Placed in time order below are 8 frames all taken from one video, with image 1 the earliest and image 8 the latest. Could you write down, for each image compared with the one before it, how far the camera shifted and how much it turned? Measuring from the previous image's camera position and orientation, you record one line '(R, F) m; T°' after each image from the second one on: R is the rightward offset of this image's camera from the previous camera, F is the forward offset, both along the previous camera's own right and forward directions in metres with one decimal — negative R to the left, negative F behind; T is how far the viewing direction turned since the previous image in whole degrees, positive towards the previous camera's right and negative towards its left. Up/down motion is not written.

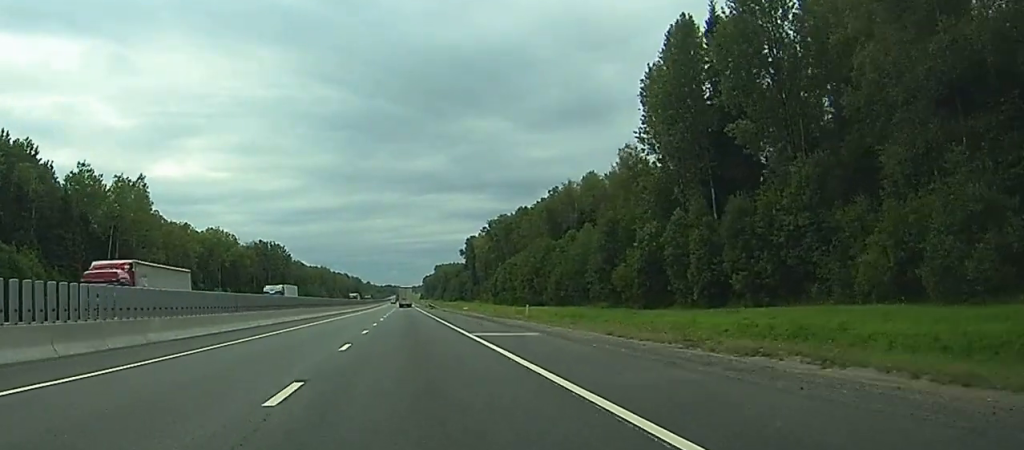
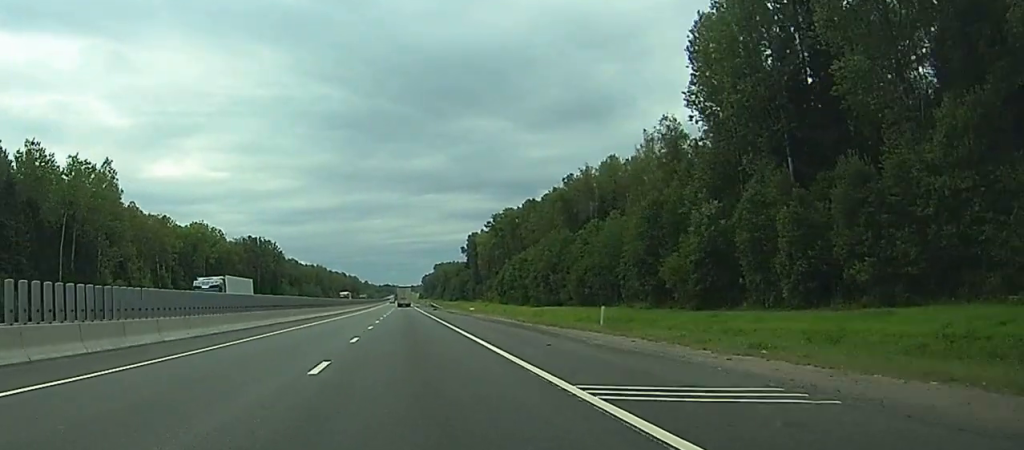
(0.0, +19.0) m; 0°
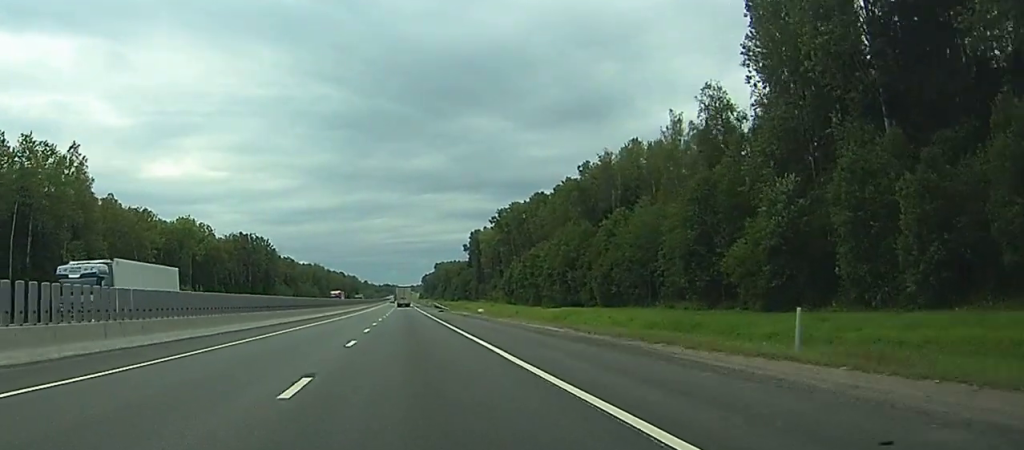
(-0.1, +15.6) m; 0°
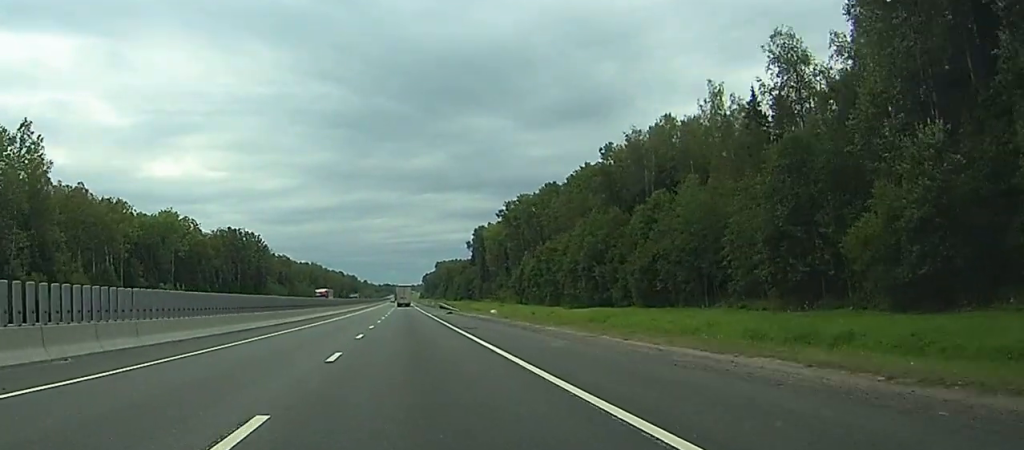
(0.0, +18.2) m; 0°
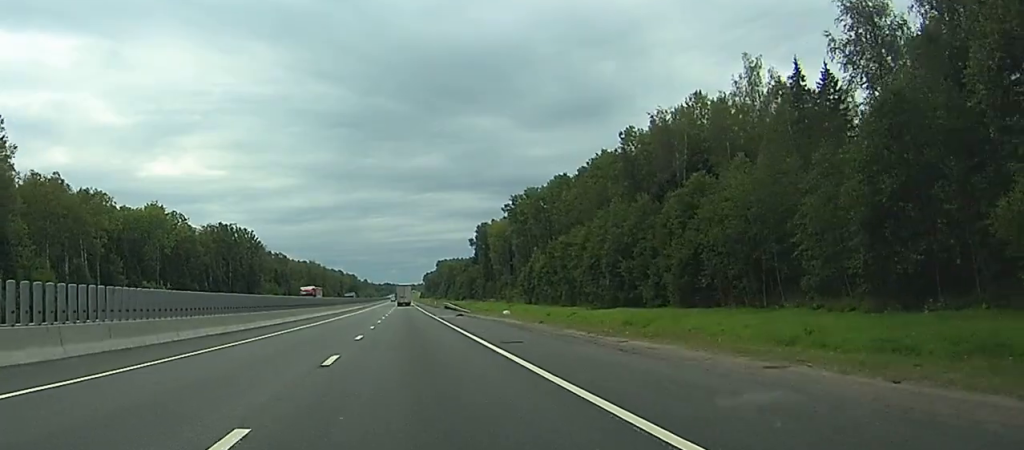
(0.0, +13.0) m; 0°
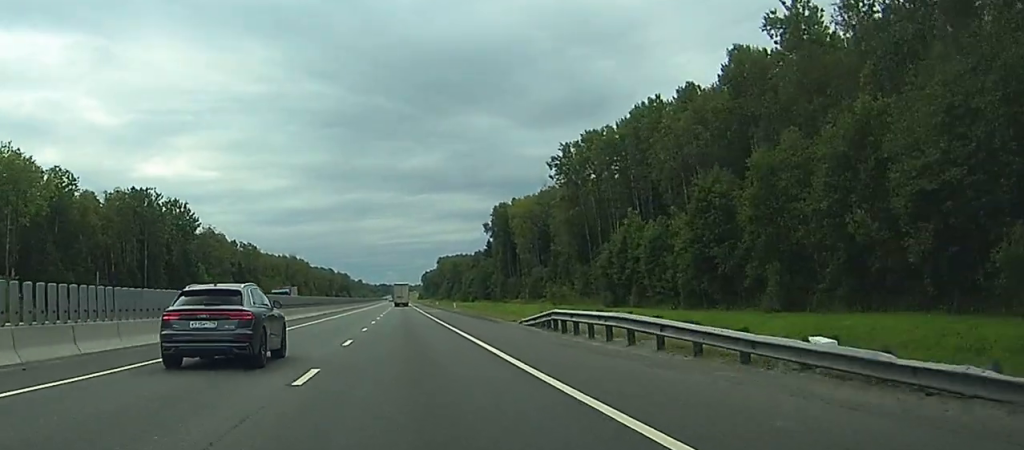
(-0.3, +76.1) m; 0°
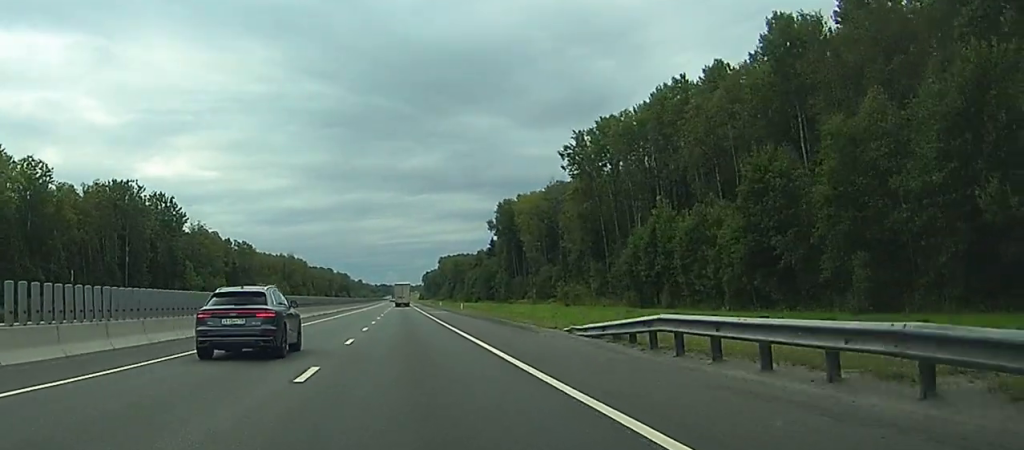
(0.0, +11.5) m; 0°
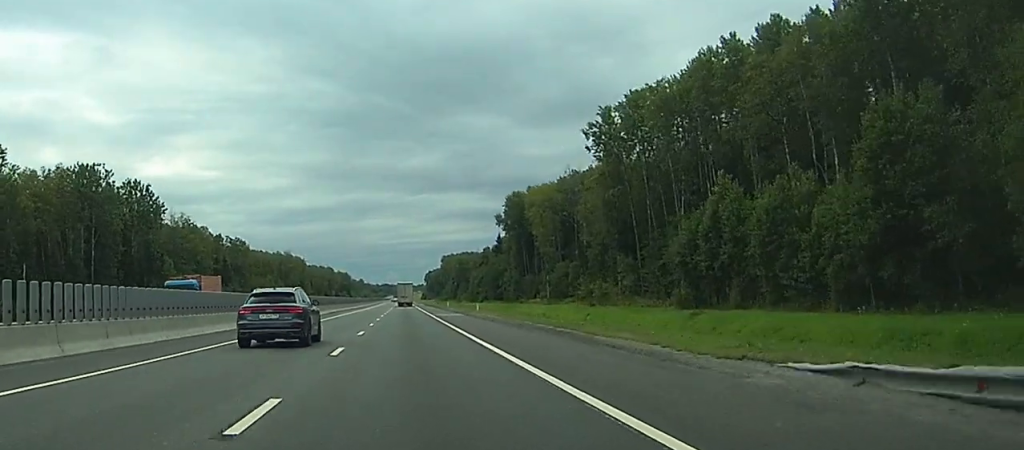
(0.0, +17.7) m; 0°
